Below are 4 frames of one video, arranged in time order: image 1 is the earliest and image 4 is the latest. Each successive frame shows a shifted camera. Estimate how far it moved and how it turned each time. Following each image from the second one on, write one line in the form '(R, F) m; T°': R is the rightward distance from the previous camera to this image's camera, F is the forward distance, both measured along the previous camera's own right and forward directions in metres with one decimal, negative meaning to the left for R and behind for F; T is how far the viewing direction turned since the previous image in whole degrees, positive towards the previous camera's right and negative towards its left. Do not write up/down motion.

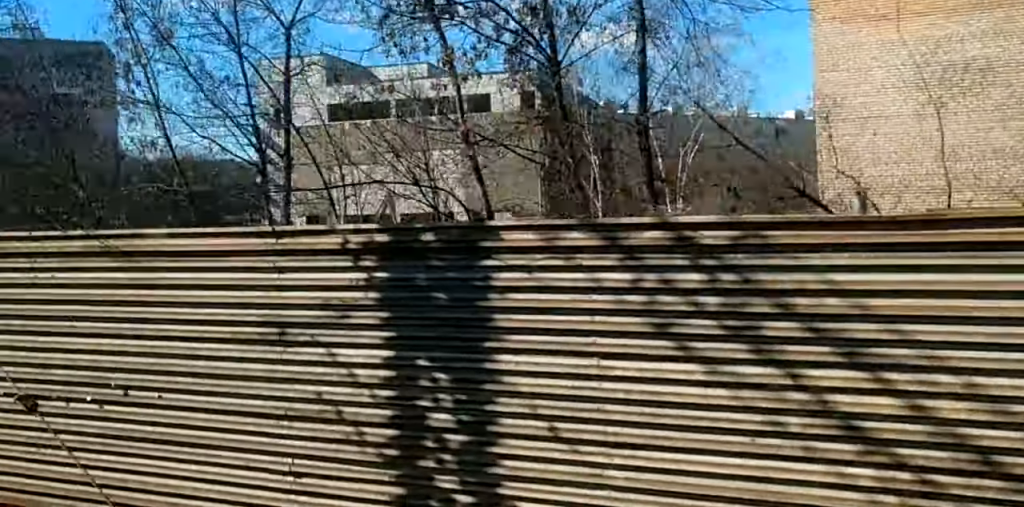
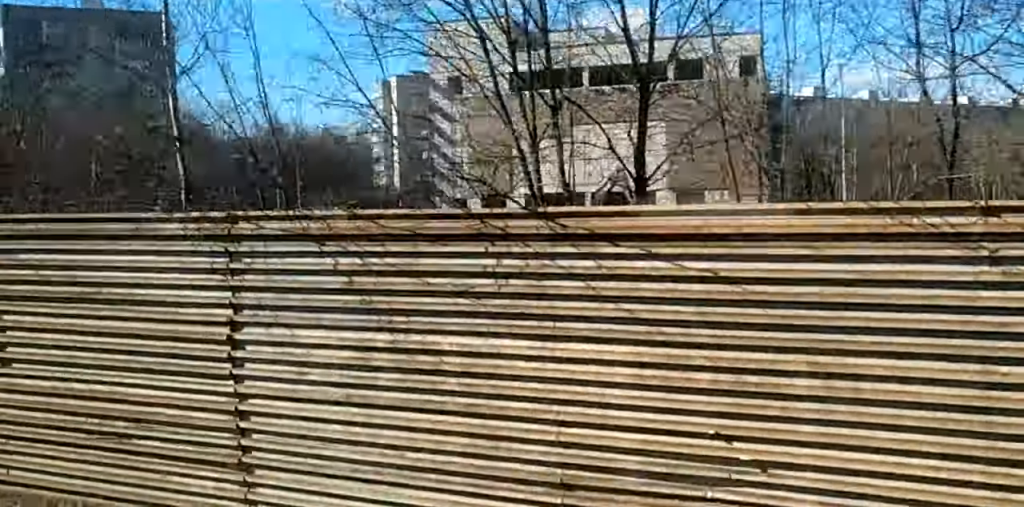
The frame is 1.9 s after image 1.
(+0.1, +22.0) m; +1°
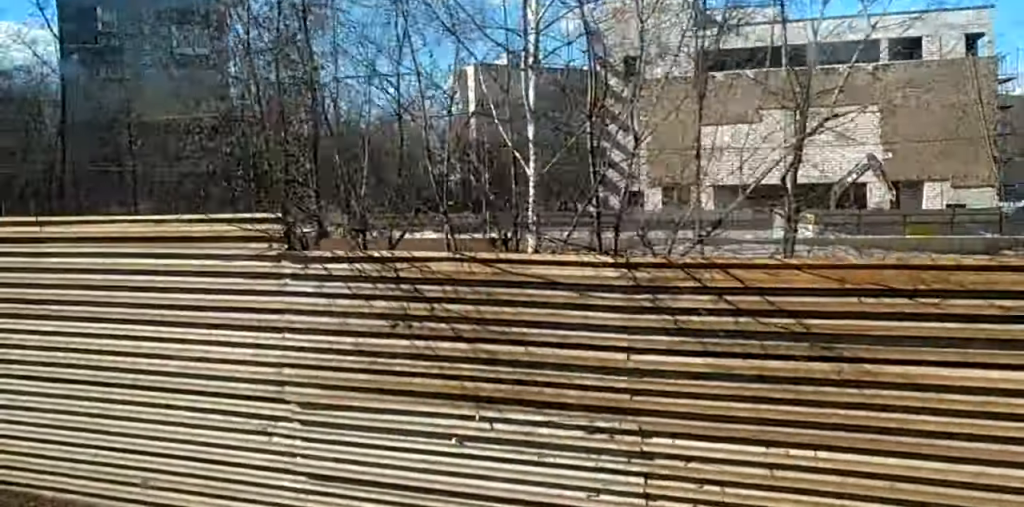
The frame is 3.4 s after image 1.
(+0.3, +18.4) m; +1°
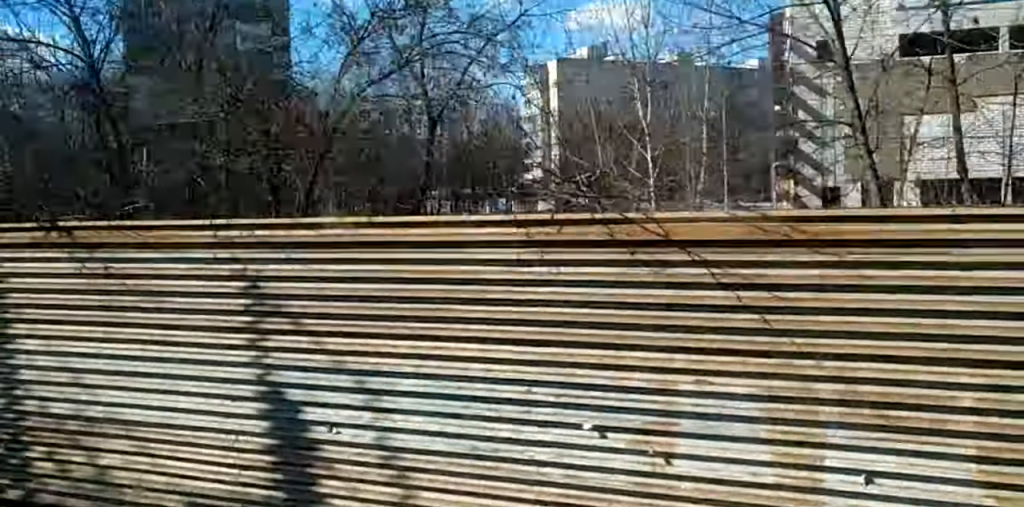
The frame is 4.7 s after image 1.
(+0.2, +16.2) m; +1°
